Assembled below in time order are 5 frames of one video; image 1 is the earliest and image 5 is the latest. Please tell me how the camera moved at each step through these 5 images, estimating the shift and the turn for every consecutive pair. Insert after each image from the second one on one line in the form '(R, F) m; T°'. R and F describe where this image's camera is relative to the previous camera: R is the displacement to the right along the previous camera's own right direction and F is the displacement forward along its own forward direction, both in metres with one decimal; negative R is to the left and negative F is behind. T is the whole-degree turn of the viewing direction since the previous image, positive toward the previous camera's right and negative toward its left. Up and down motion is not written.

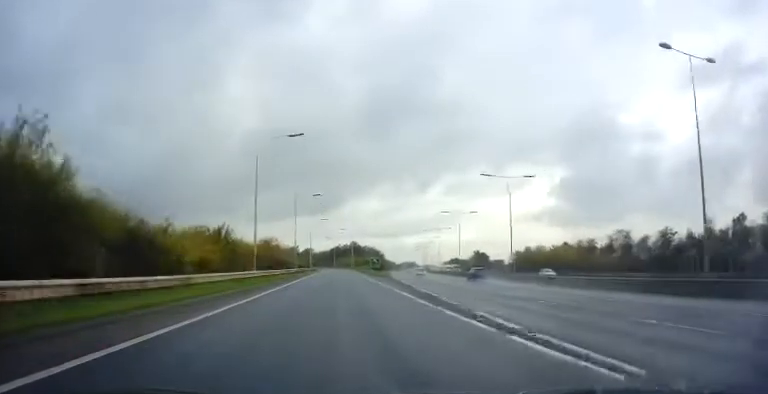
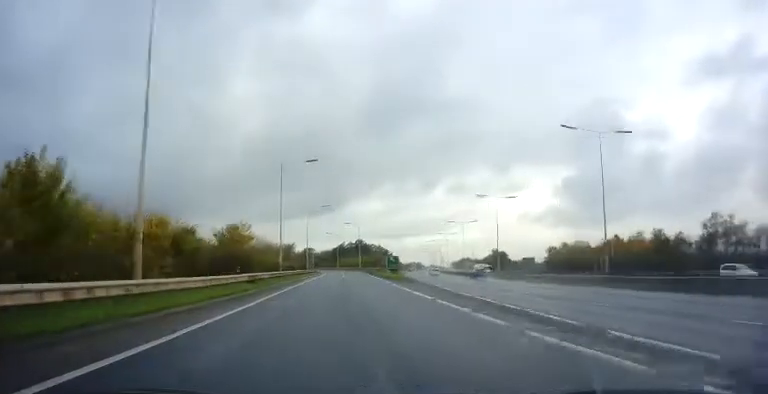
(0.0, +19.9) m; -1°
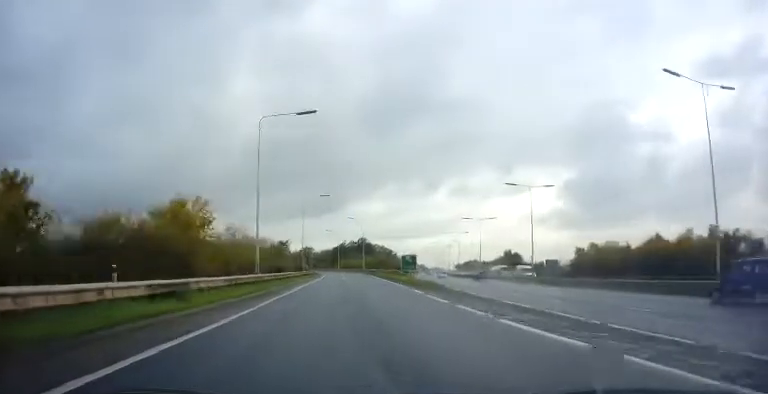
(-0.2, +12.9) m; 0°
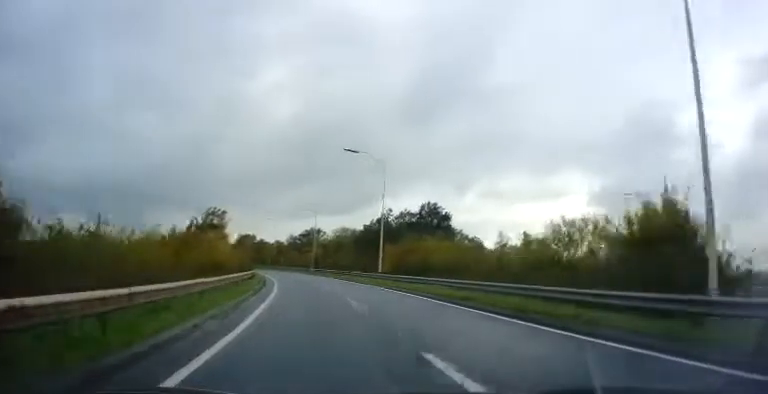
(+0.9, +79.4) m; -4°
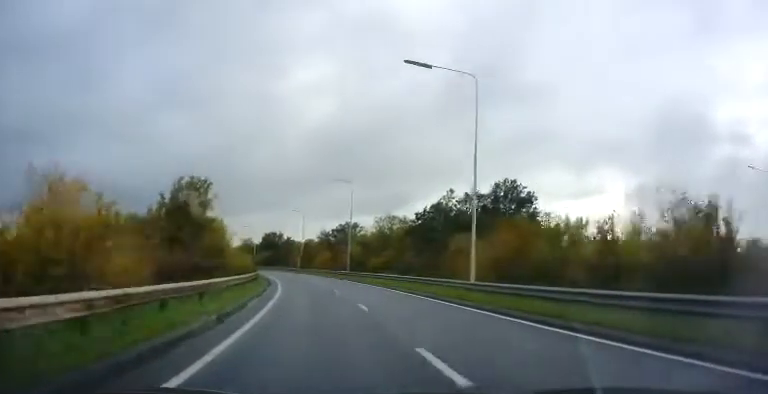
(-0.5, +16.5) m; -4°
